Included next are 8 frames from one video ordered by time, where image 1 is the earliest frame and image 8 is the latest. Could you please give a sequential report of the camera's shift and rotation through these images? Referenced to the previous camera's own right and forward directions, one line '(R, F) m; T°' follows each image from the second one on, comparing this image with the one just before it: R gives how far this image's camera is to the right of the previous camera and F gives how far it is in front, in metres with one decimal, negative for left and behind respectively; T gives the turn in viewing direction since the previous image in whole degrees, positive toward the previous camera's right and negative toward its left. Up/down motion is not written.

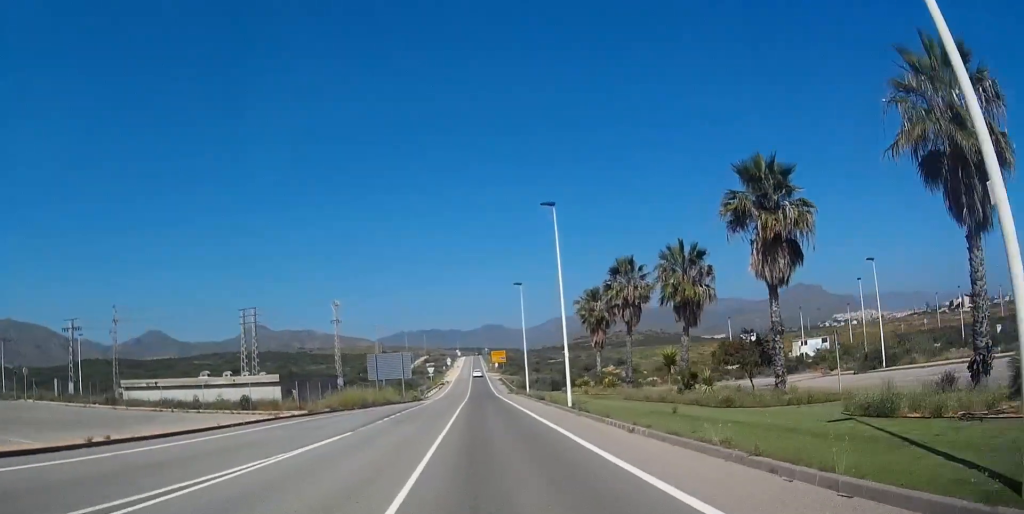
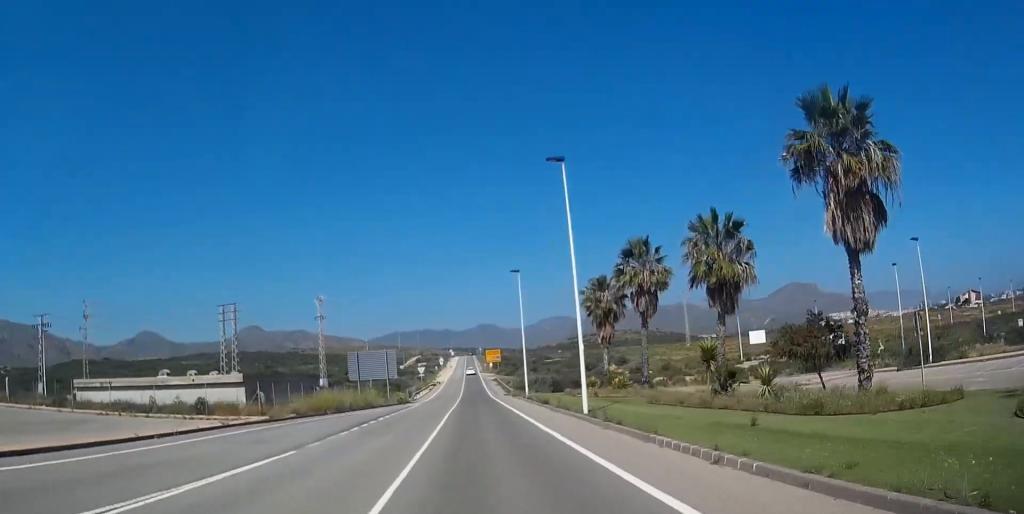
(-0.1, +5.9) m; 0°
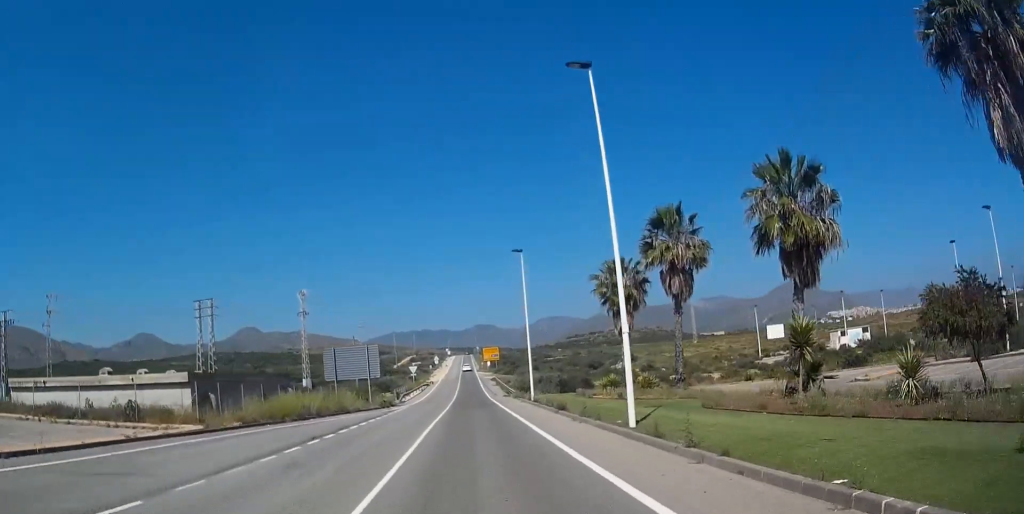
(+0.2, +7.5) m; +1°
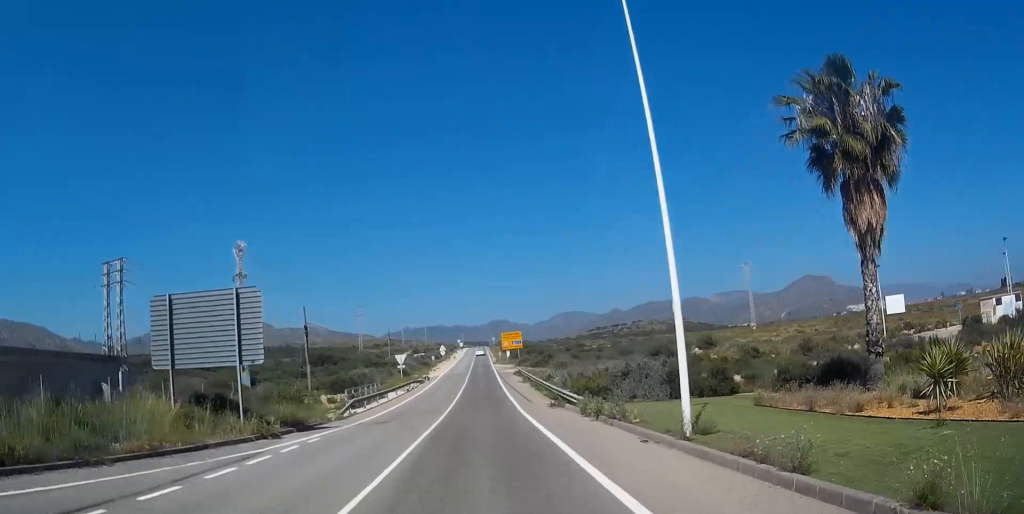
(0.0, +26.9) m; -1°
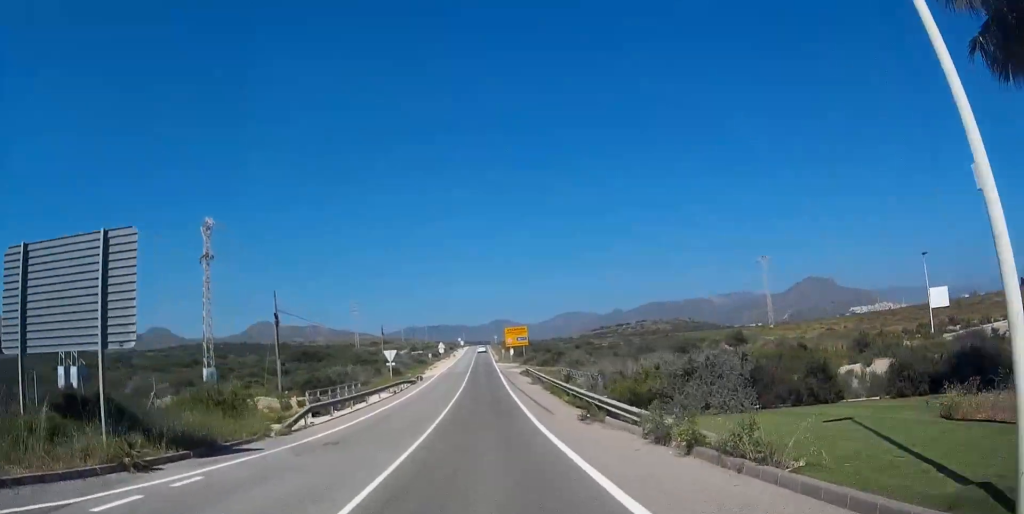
(0.0, +8.1) m; 0°
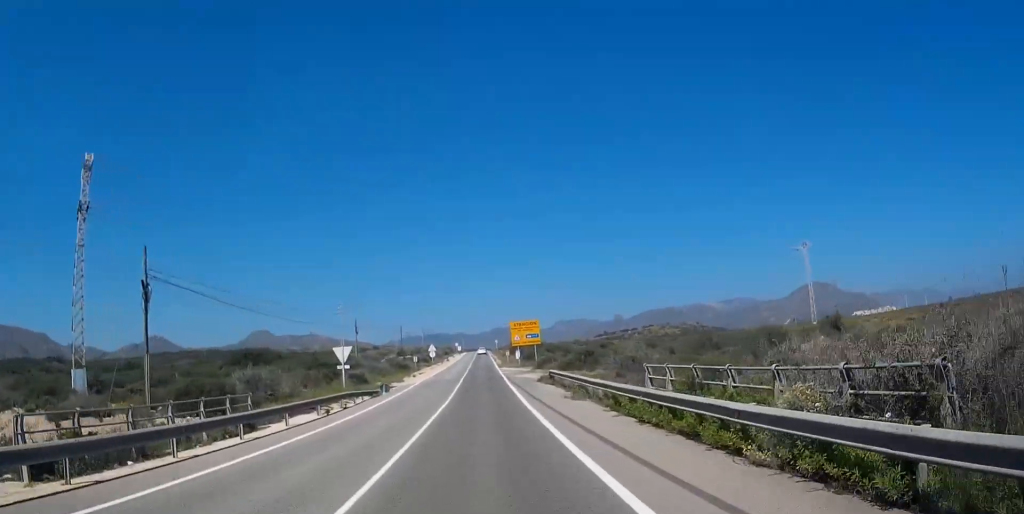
(0.0, +18.5) m; -1°
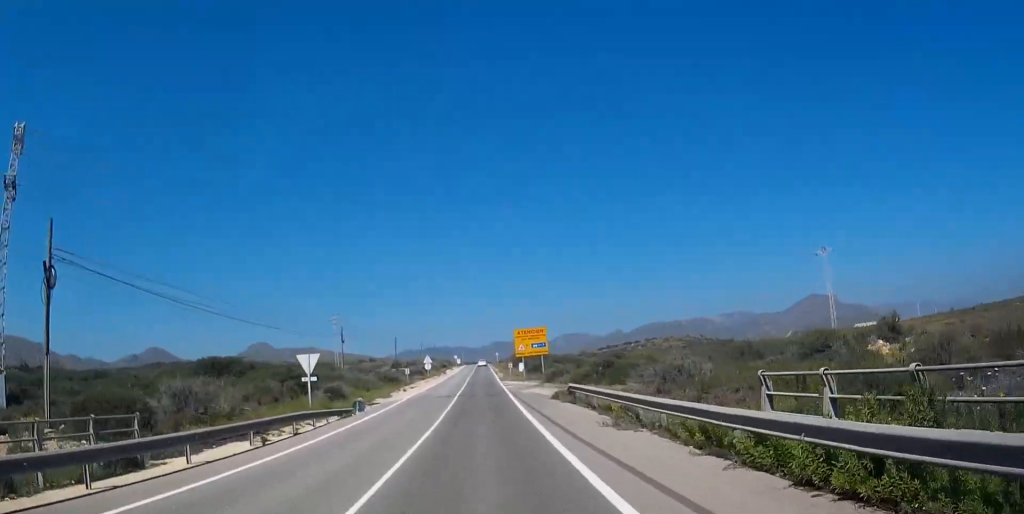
(0.0, +7.2) m; 0°
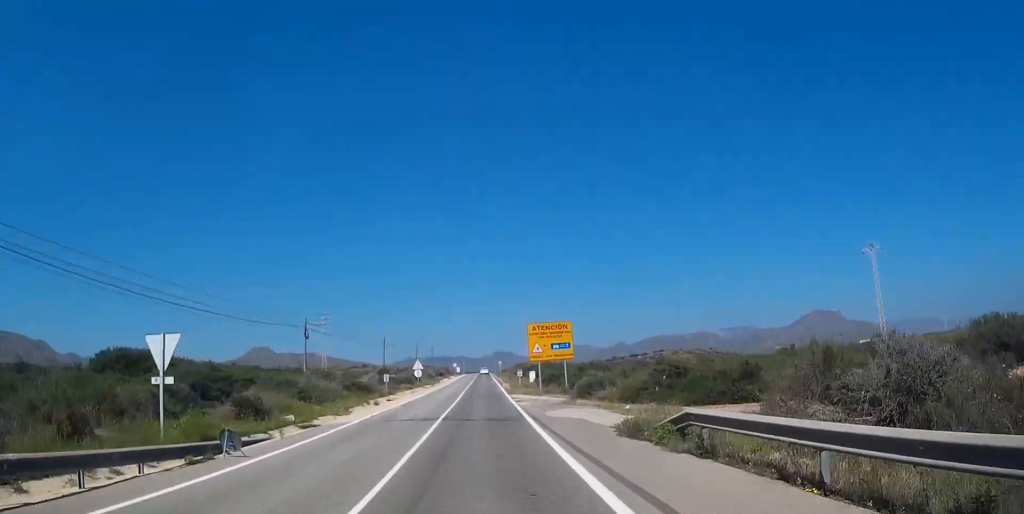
(-0.1, +14.5) m; 0°
